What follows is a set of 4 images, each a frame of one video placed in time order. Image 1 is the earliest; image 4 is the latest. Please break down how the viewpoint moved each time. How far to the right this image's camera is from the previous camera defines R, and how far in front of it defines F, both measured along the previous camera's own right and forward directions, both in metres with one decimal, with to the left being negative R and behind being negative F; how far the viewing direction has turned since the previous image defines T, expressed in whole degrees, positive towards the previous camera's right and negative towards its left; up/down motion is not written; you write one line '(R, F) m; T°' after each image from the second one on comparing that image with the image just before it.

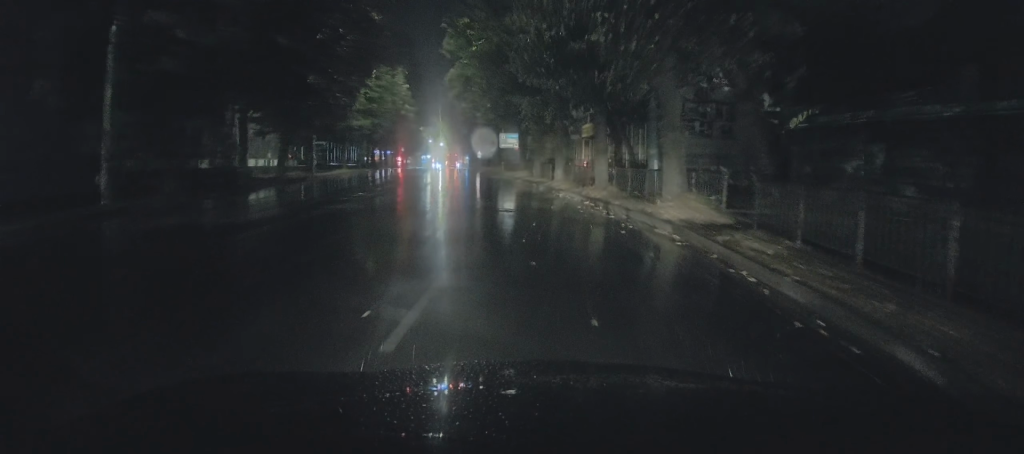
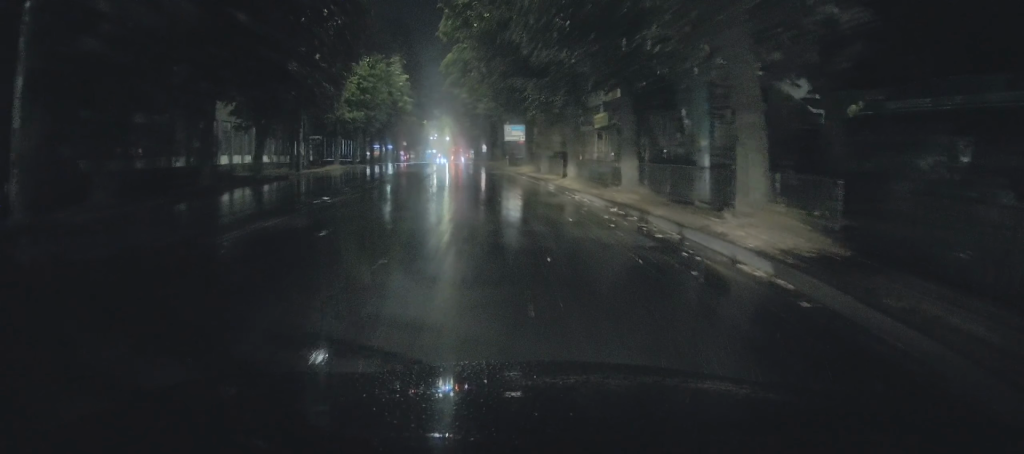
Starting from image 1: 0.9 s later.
(0.0, +4.7) m; 0°
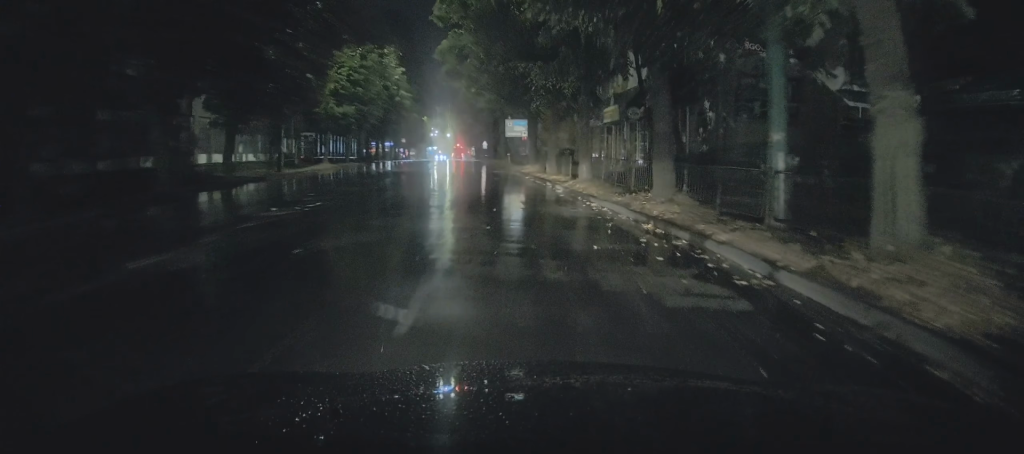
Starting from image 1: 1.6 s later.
(0.0, +4.2) m; 0°
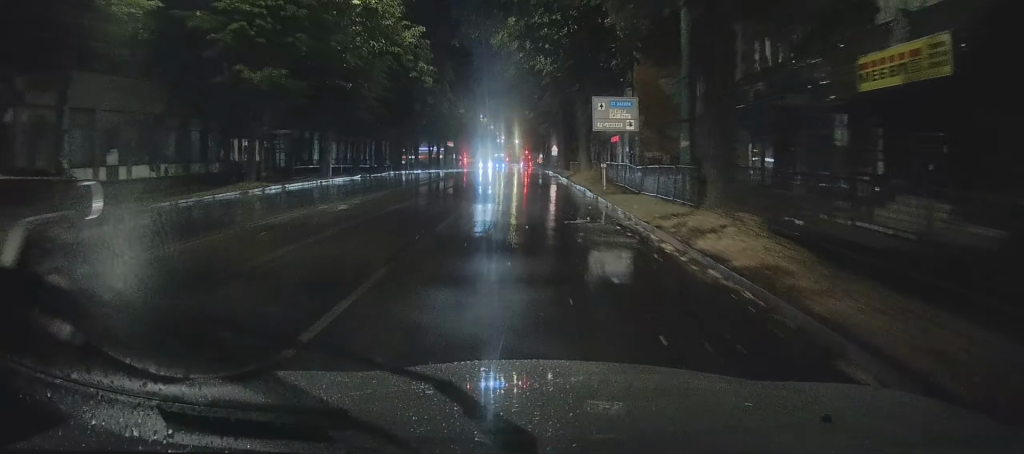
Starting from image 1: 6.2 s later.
(-1.5, +25.4) m; -3°
